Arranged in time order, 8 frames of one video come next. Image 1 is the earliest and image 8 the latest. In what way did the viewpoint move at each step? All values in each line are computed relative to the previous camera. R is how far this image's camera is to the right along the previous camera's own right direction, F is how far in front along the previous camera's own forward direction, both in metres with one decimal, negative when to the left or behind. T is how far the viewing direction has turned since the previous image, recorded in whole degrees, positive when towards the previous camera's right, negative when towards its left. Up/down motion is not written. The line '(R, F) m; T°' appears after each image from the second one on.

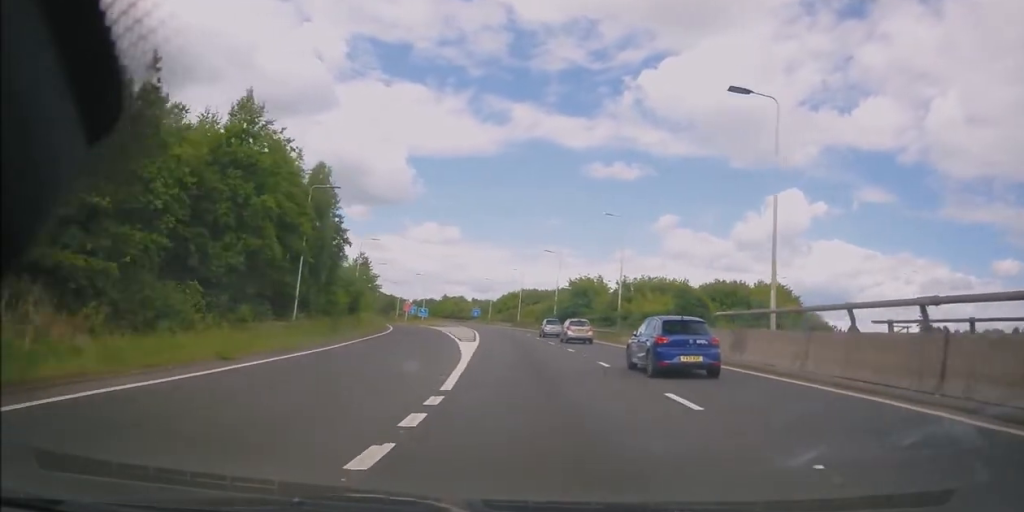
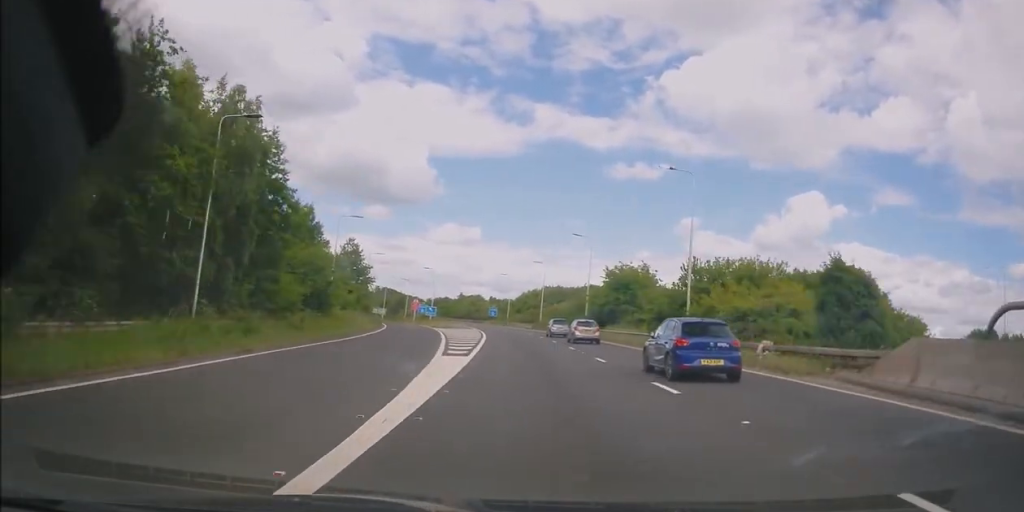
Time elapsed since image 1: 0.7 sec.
(-0.2, +15.5) m; -3°
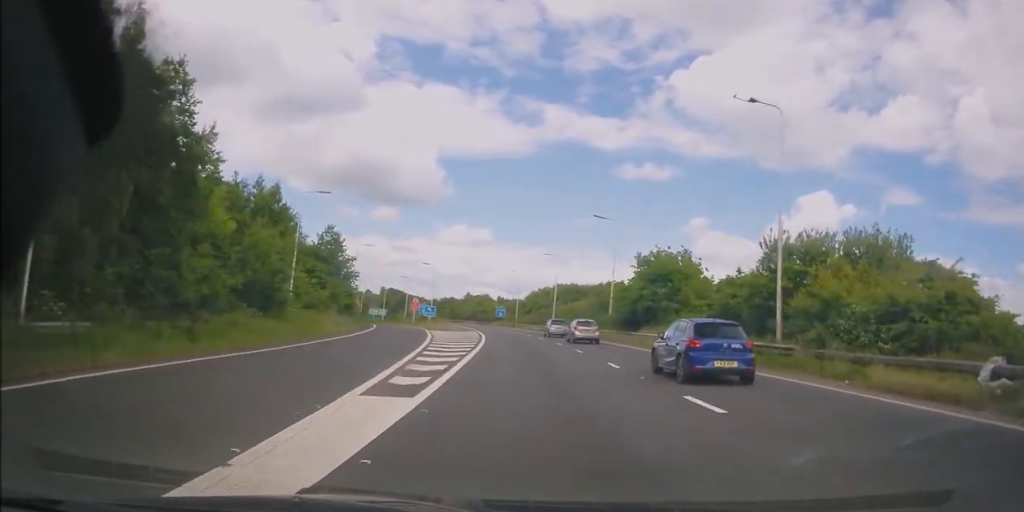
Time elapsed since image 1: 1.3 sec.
(-0.4, +11.4) m; -1°
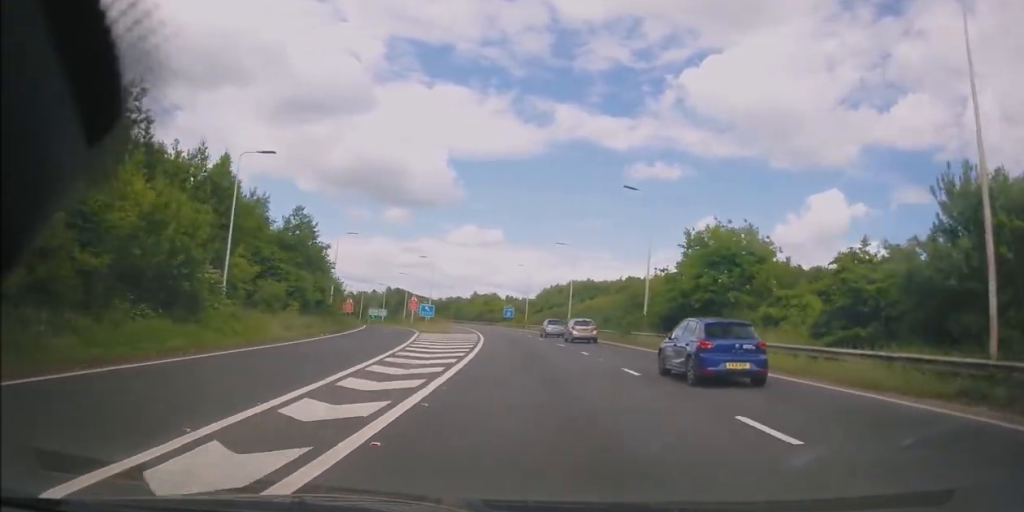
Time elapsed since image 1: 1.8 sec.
(-0.2, +11.4) m; -1°
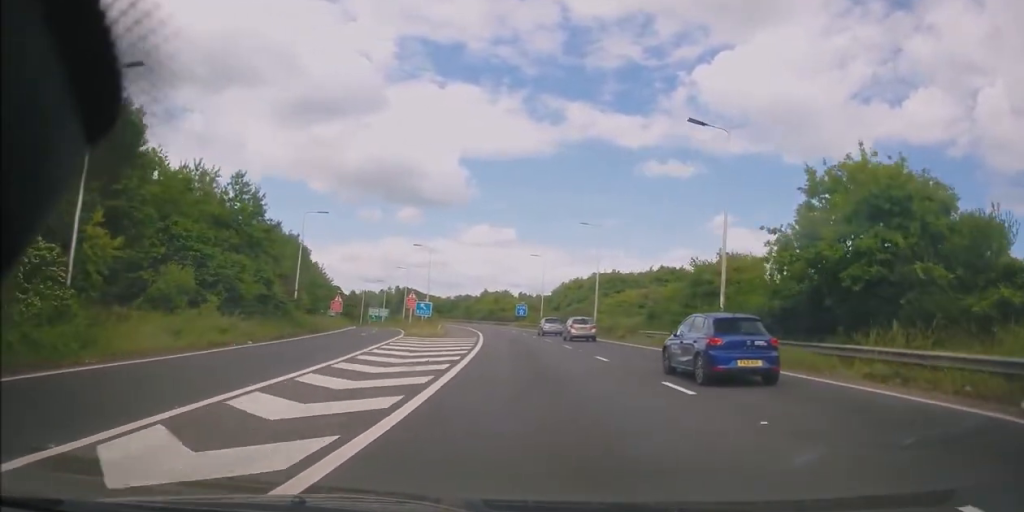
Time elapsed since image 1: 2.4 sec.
(0.0, +13.7) m; -1°
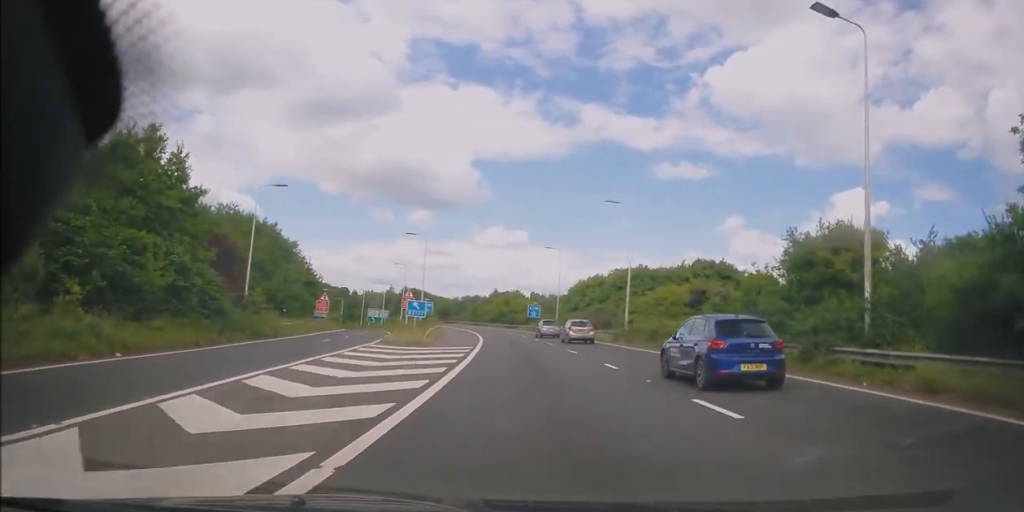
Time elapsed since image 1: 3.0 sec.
(0.0, +11.5) m; -1°
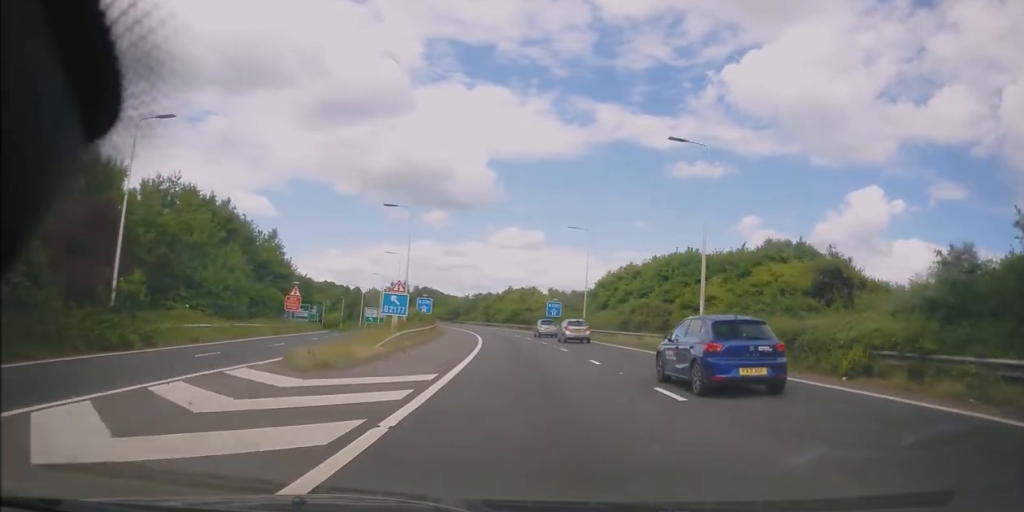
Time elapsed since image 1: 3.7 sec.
(-0.3, +15.7) m; -2°
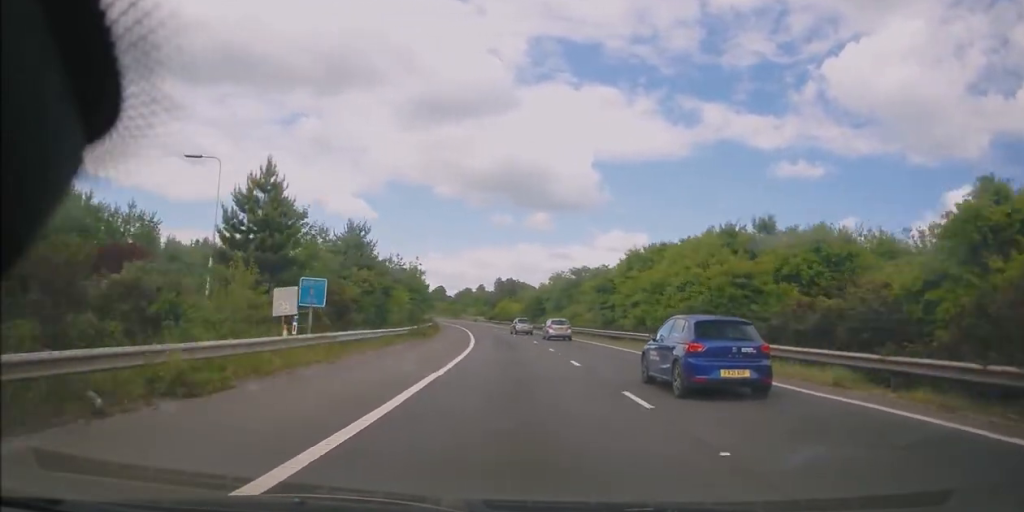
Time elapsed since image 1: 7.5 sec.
(-5.7, +80.1) m; -9°
